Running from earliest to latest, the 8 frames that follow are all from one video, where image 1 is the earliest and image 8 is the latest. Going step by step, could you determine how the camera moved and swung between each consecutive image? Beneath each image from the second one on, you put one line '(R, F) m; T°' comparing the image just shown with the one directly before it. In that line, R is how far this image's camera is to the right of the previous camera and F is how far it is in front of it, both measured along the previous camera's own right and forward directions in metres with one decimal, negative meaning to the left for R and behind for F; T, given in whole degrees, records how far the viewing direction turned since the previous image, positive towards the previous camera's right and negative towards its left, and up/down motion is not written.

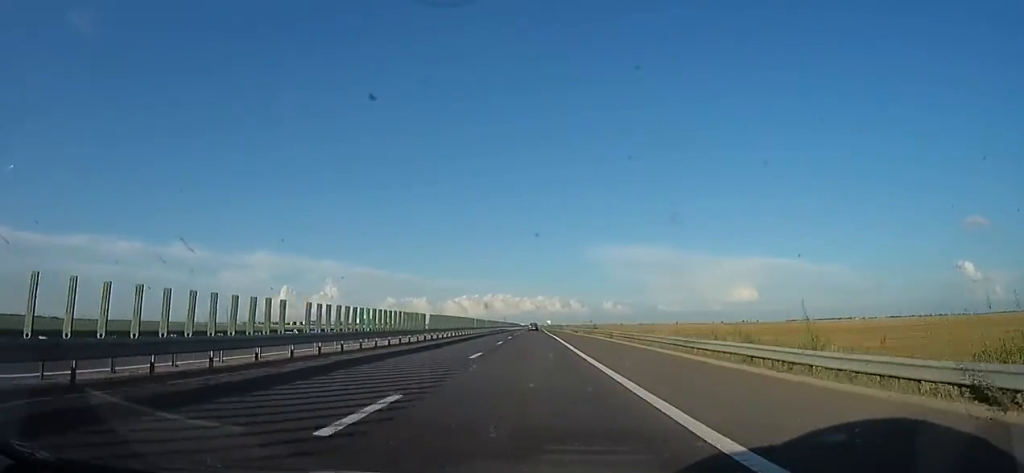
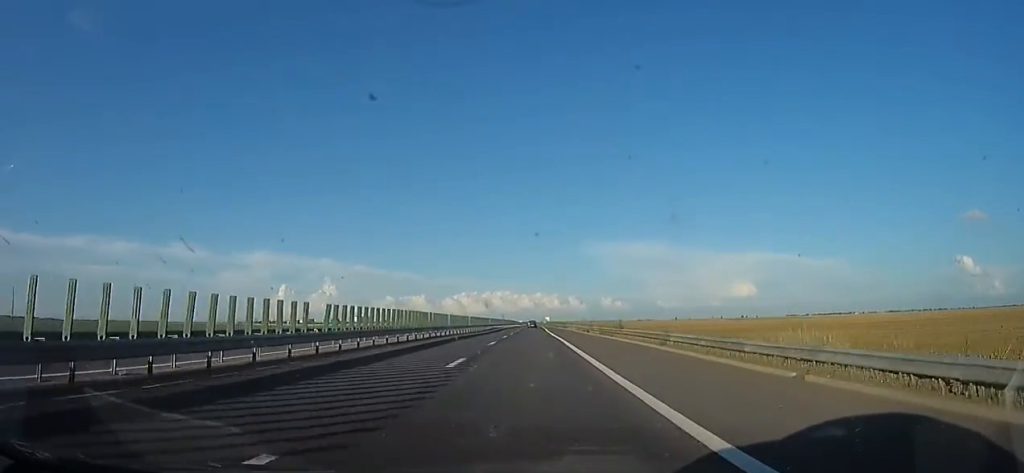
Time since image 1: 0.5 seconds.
(0.0, +16.0) m; 0°
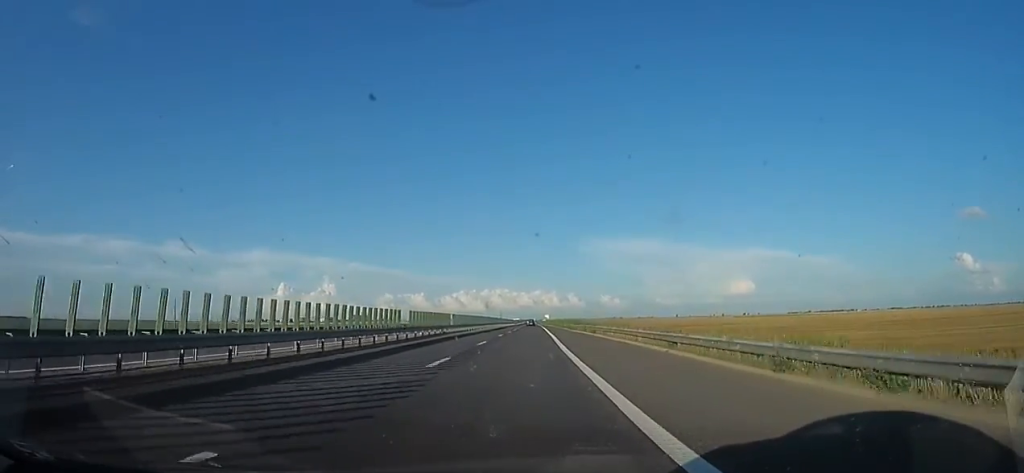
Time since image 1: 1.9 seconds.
(0.0, +49.1) m; 0°
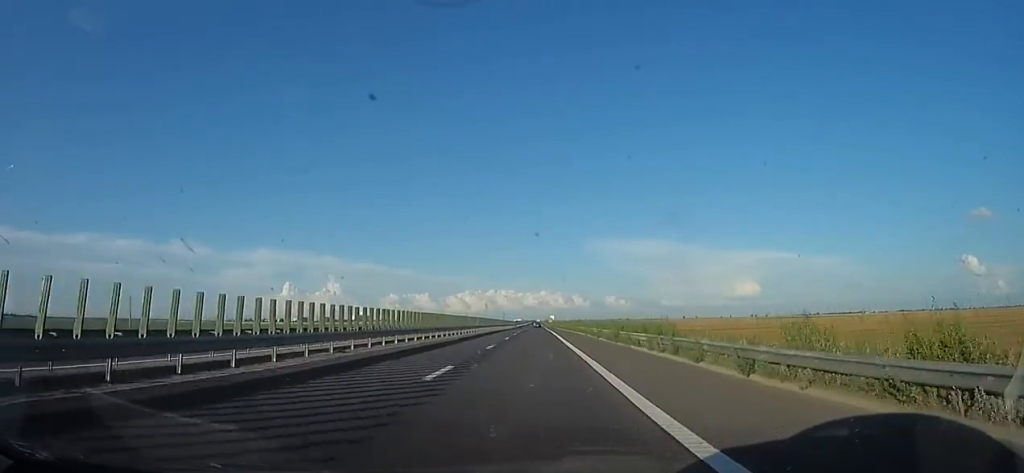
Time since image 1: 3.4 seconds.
(0.0, +50.9) m; 0°
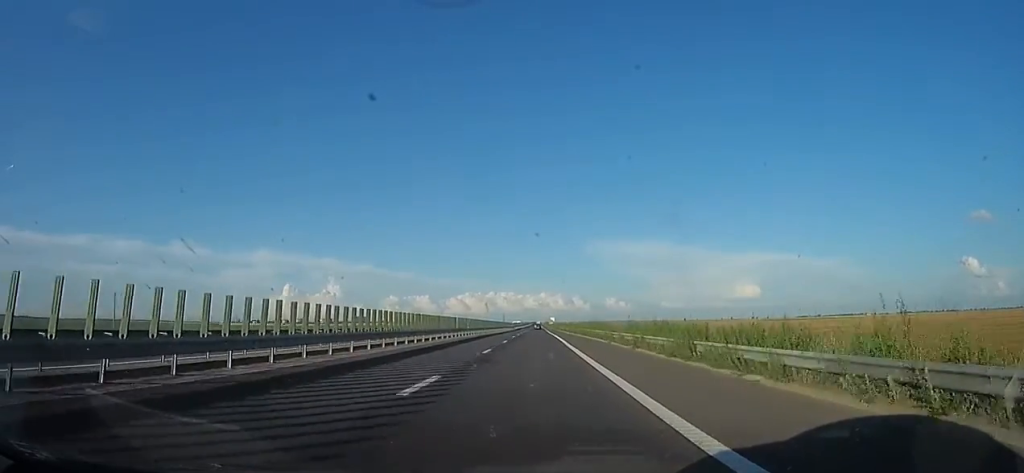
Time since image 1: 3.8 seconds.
(0.0, +14.3) m; 0°
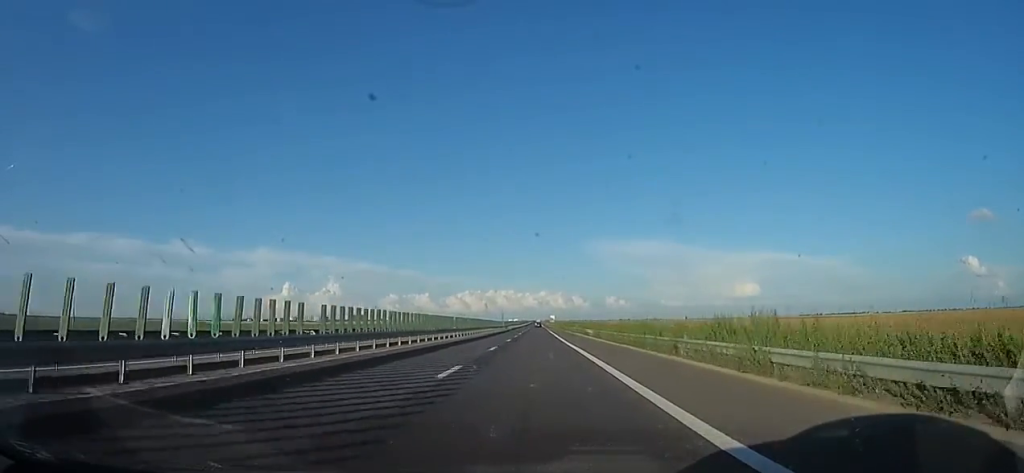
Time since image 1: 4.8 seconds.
(0.0, +33.7) m; 0°
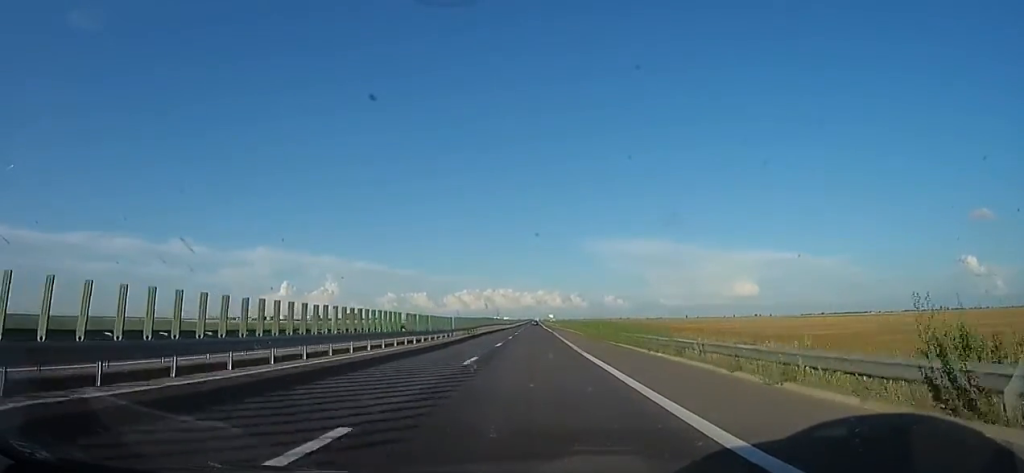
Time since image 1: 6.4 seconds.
(+0.4, +56.5) m; +2°
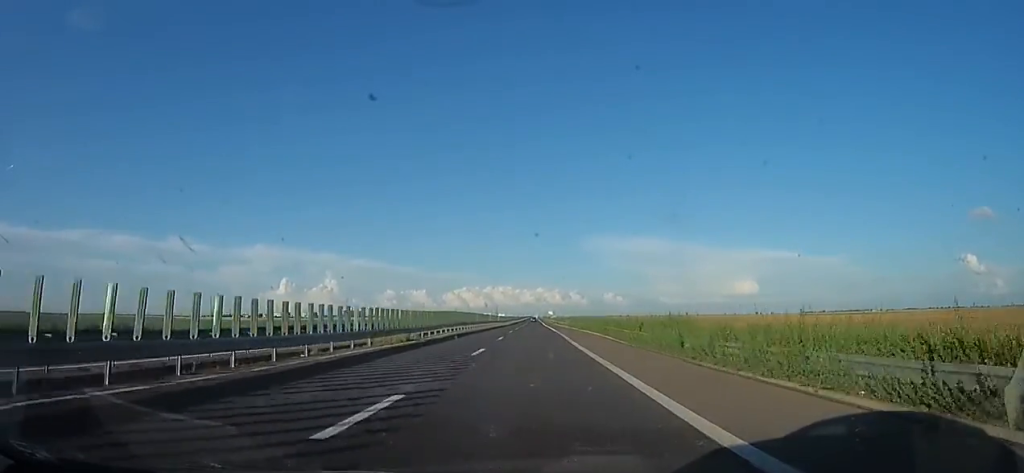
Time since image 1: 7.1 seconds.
(+0.9, +21.6) m; 0°
